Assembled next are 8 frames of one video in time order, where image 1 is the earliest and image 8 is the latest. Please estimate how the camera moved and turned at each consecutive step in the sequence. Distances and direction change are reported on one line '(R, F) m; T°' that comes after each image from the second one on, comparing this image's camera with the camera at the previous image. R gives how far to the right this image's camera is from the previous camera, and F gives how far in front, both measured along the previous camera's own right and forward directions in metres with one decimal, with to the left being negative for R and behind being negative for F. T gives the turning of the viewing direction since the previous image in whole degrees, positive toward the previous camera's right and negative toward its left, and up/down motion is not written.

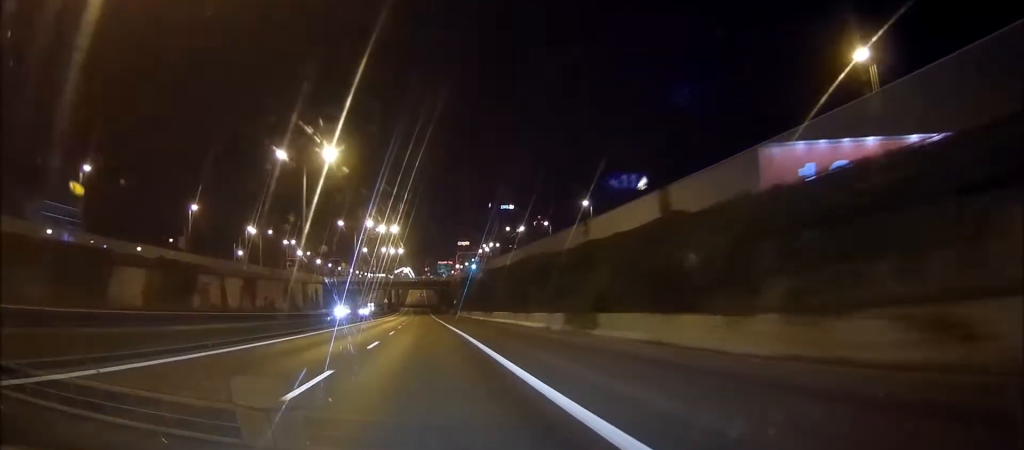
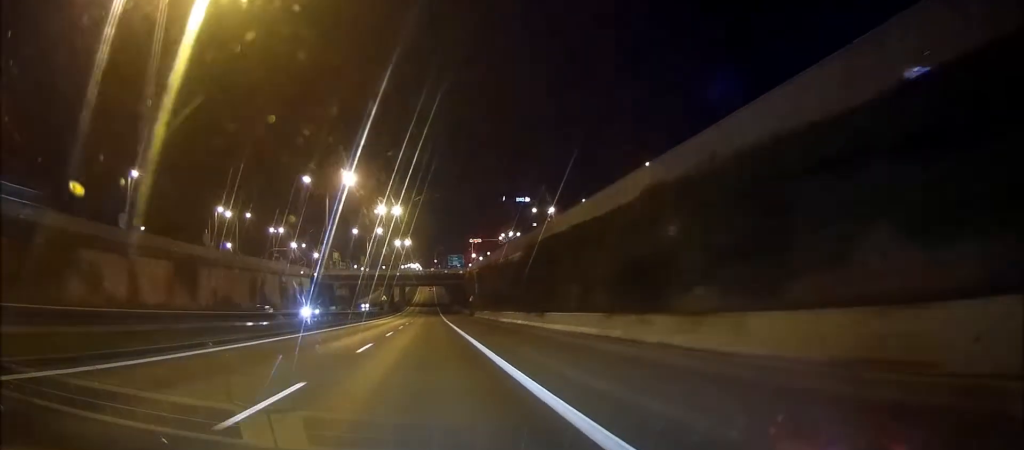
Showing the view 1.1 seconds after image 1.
(-0.3, +26.2) m; -1°
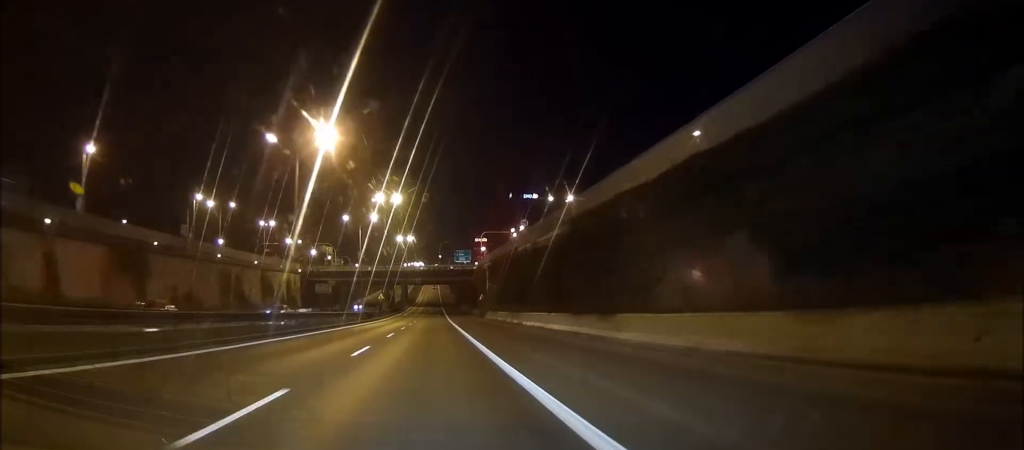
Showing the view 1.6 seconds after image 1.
(0.0, +13.2) m; 0°
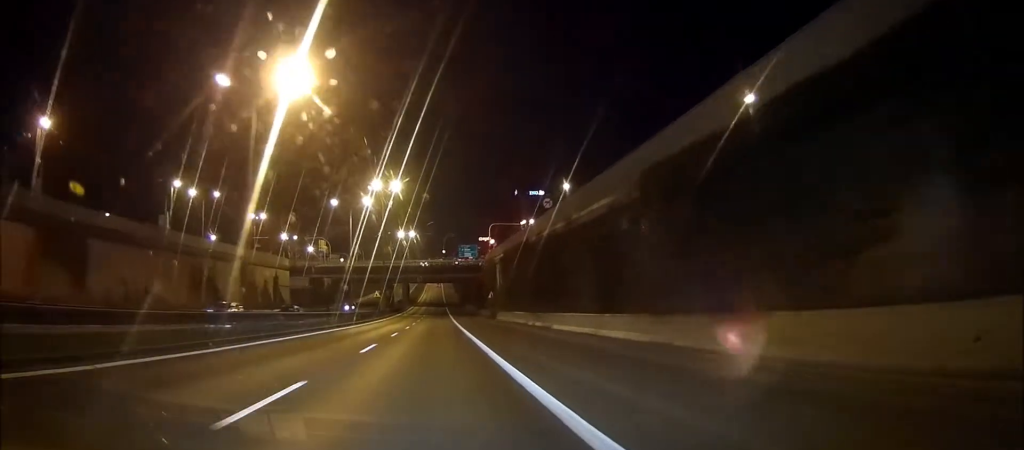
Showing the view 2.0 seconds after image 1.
(0.0, +10.7) m; 0°
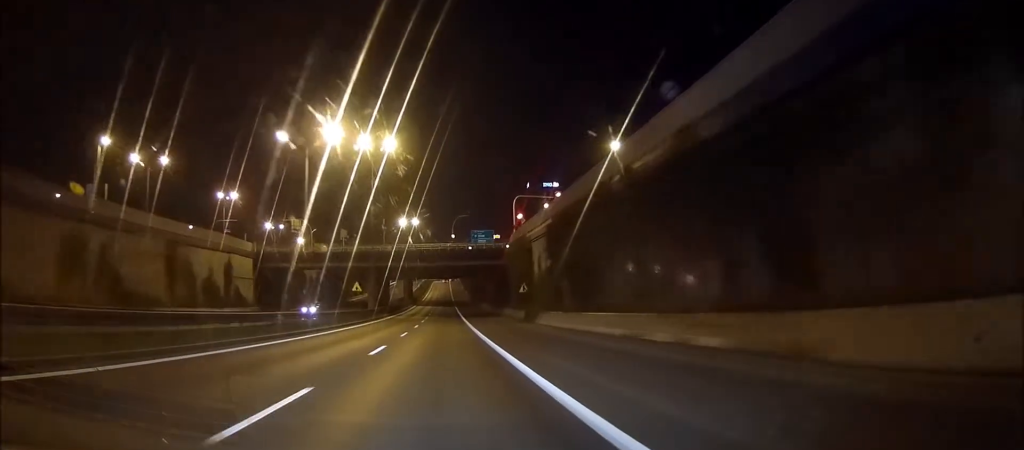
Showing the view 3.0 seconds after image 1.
(+0.1, +24.8) m; 0°
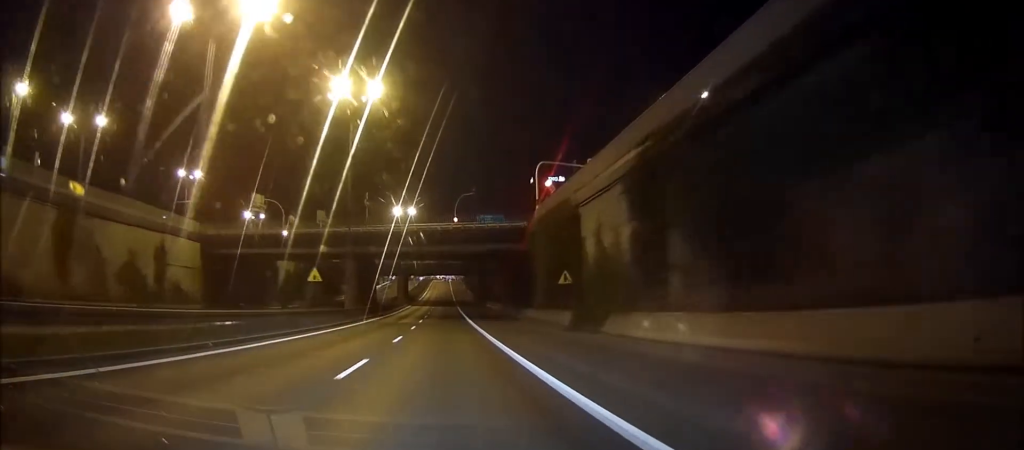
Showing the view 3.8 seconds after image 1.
(0.0, +18.3) m; 0°
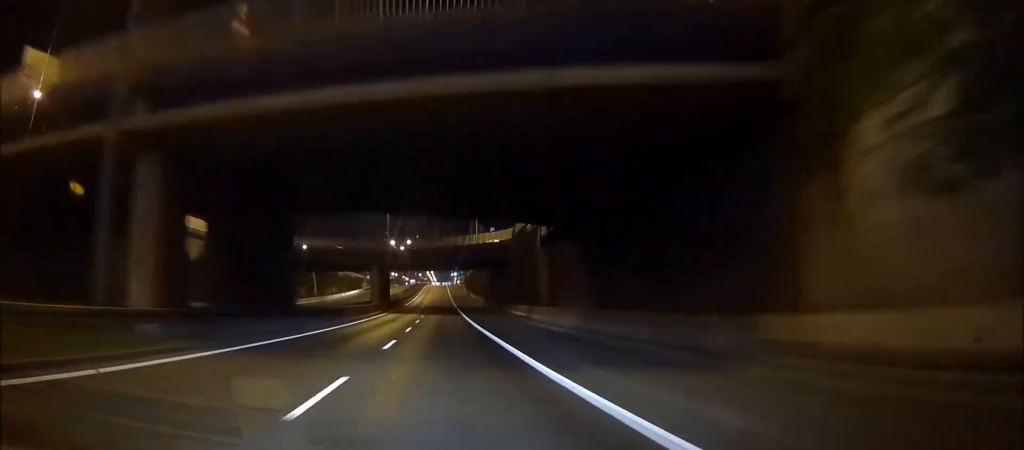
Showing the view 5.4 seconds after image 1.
(+0.4, +40.2) m; +1°
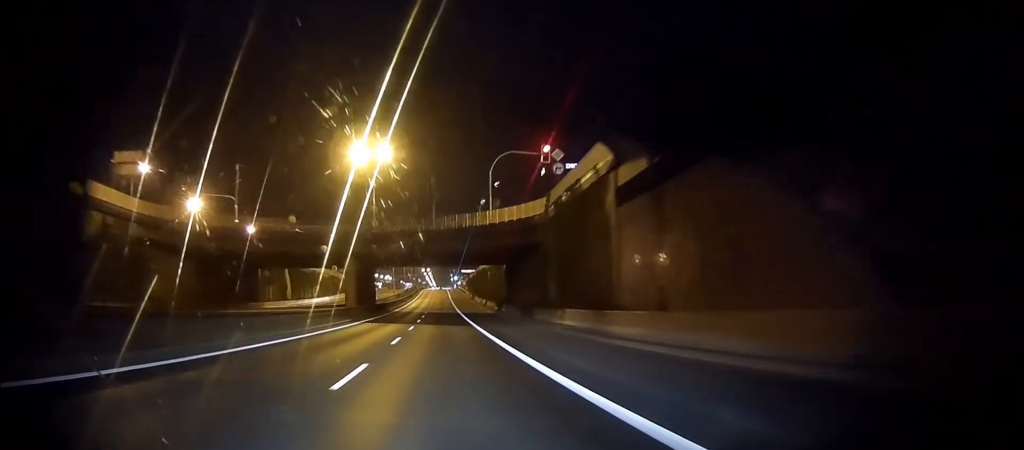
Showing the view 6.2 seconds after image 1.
(0.0, +20.1) m; 0°
